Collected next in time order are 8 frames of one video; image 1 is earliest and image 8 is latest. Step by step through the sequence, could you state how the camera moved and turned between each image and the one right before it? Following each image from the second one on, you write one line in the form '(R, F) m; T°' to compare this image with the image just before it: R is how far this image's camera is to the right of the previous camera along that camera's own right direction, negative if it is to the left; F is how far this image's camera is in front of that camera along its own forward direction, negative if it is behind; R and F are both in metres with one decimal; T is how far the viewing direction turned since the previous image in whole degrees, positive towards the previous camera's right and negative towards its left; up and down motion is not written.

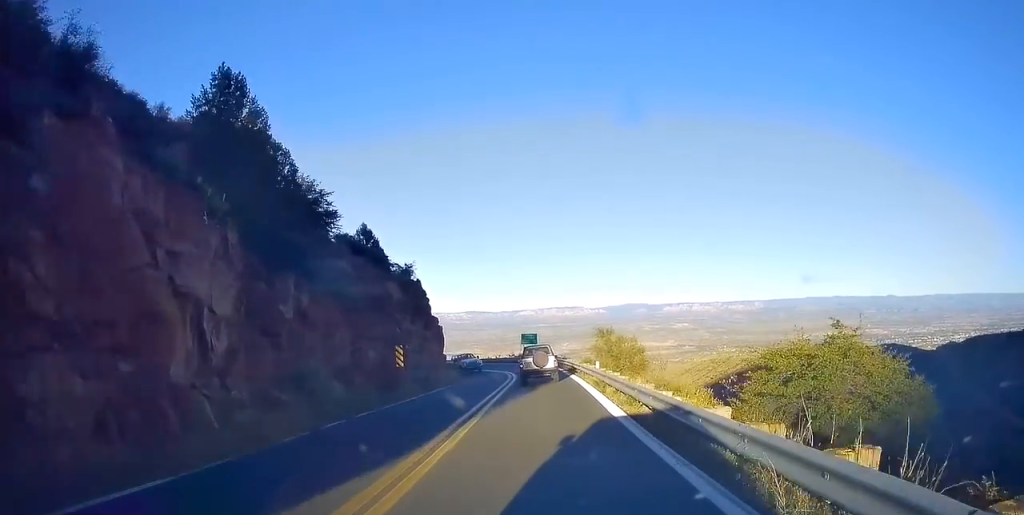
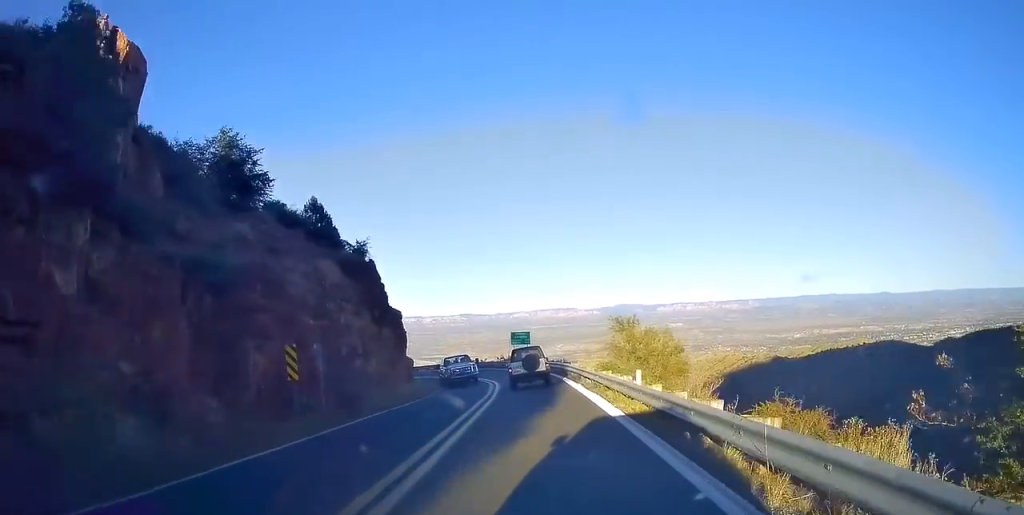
(-0.1, +11.2) m; +1°
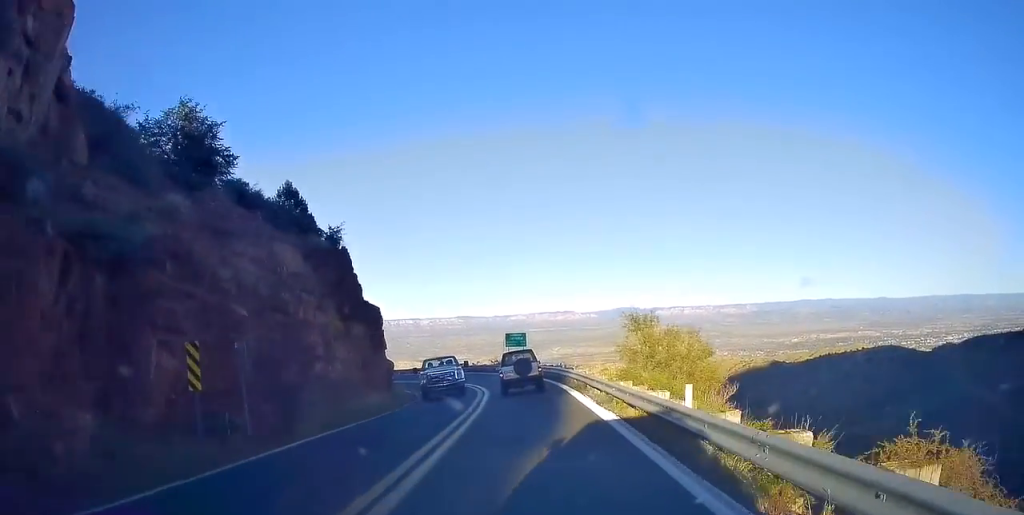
(+0.3, +4.7) m; 0°
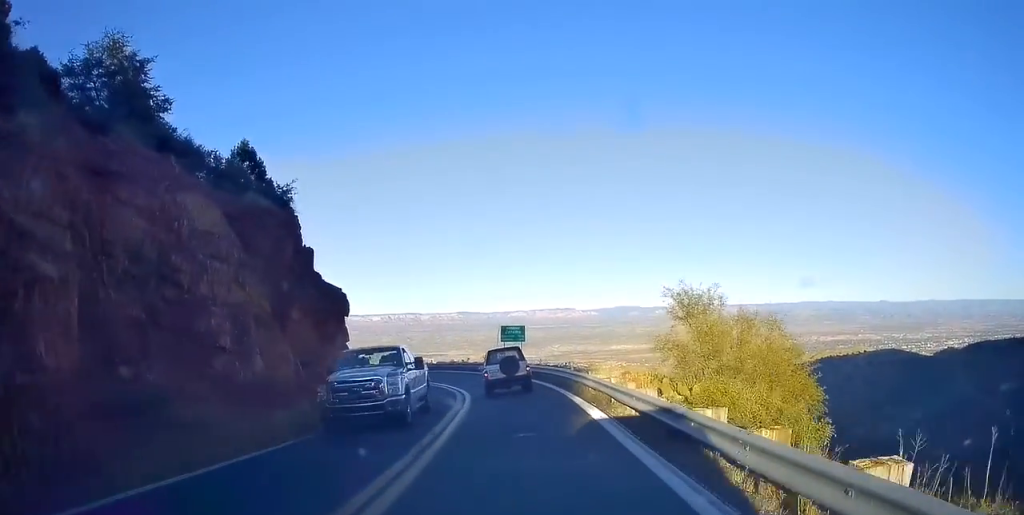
(-0.1, +7.2) m; -2°
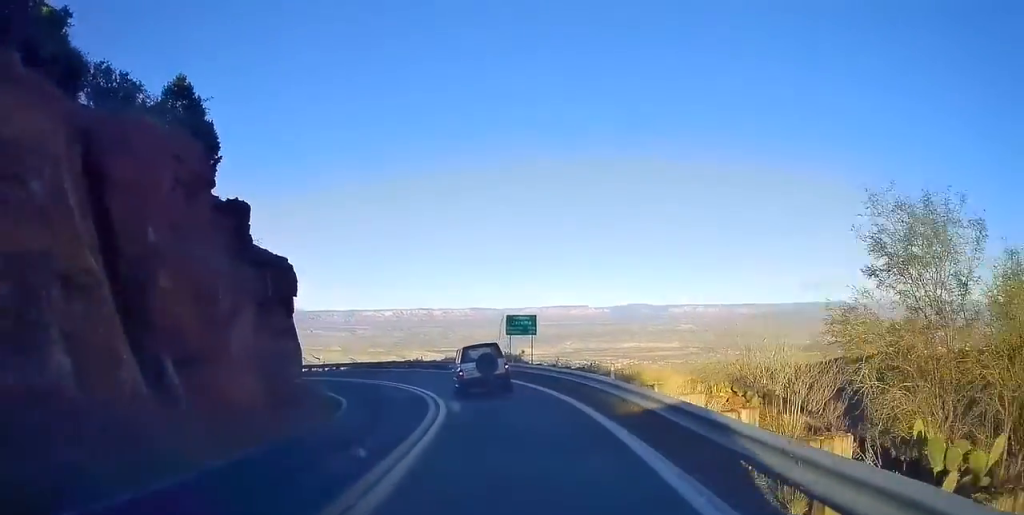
(-0.4, +9.0) m; -3°
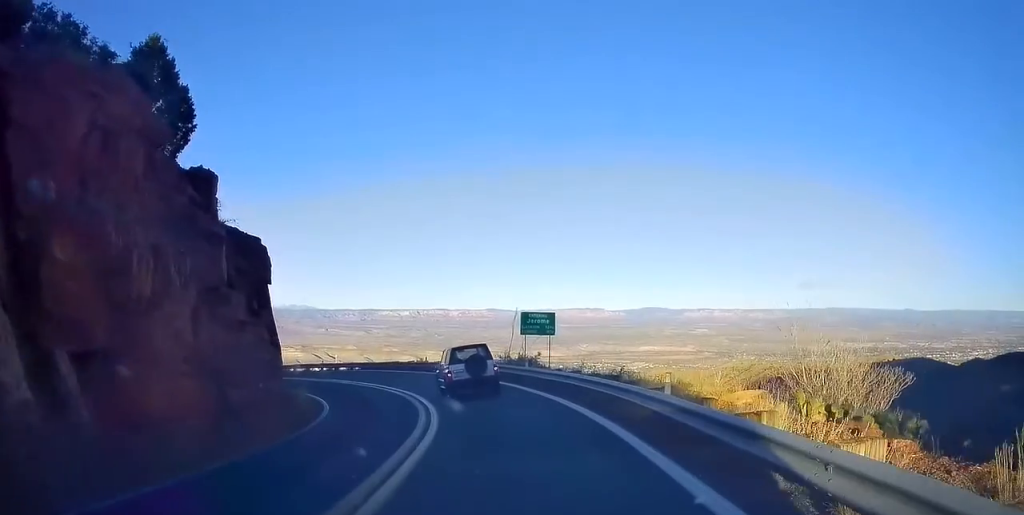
(0.0, +4.2) m; 0°
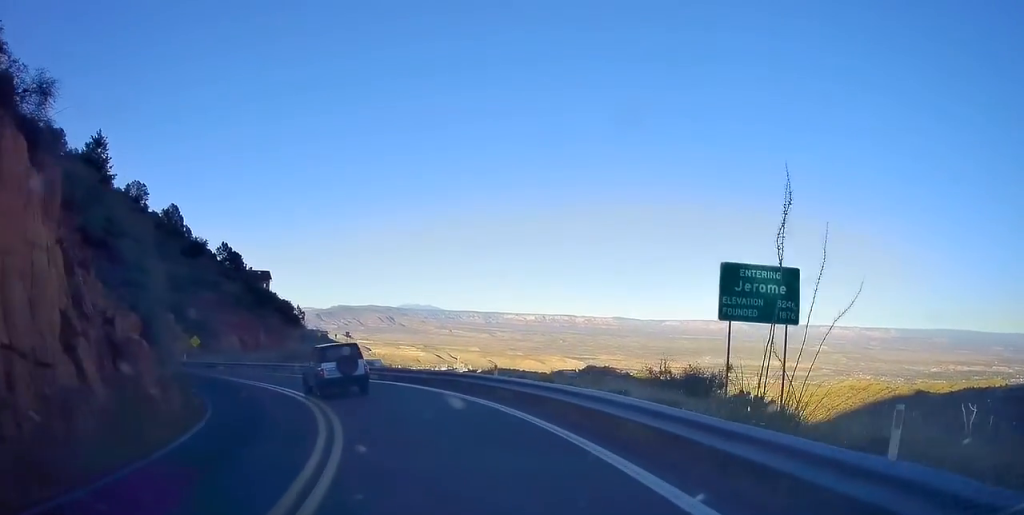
(-1.2, +19.6) m; -14°
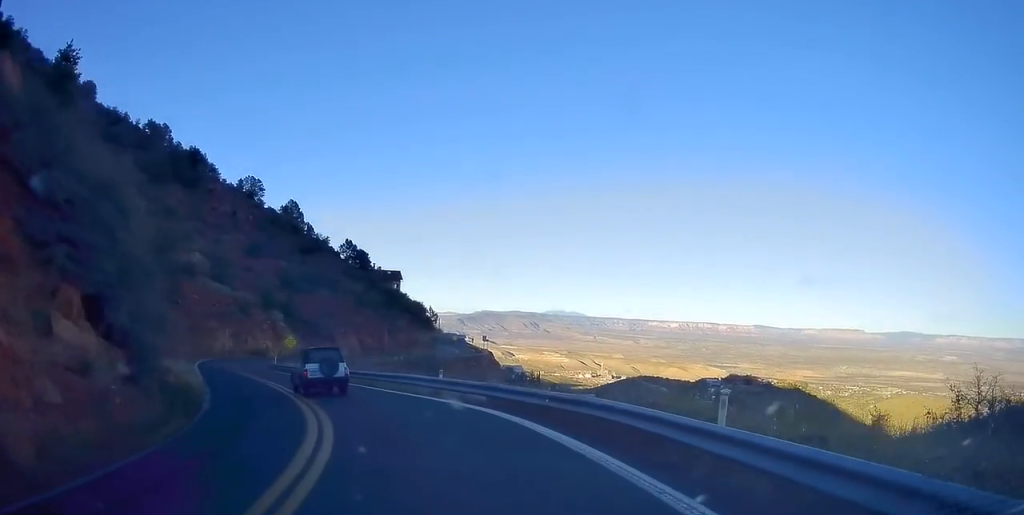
(-1.1, +9.8) m; -13°
